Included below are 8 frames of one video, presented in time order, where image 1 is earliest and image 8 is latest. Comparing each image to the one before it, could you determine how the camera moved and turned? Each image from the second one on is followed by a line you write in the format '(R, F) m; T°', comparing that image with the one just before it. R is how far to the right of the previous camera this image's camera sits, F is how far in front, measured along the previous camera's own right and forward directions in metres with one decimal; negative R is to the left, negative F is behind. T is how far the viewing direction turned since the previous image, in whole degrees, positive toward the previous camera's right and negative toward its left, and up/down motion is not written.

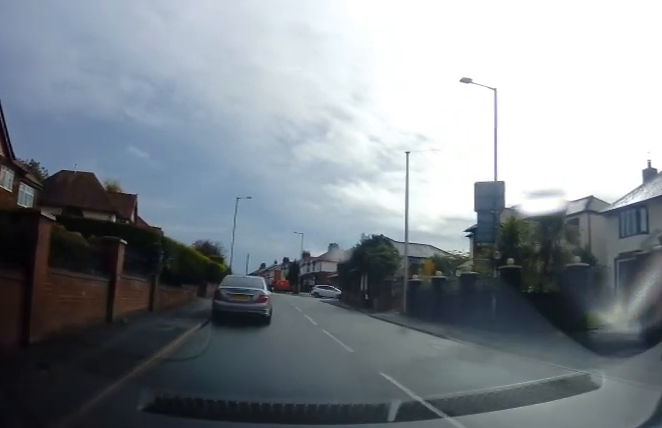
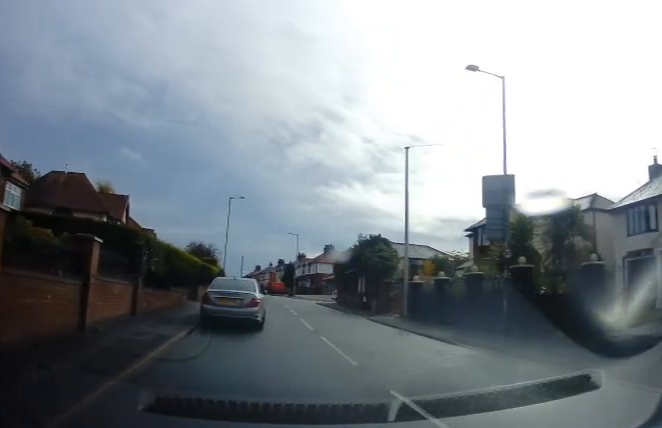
(0.0, +1.4) m; -1°
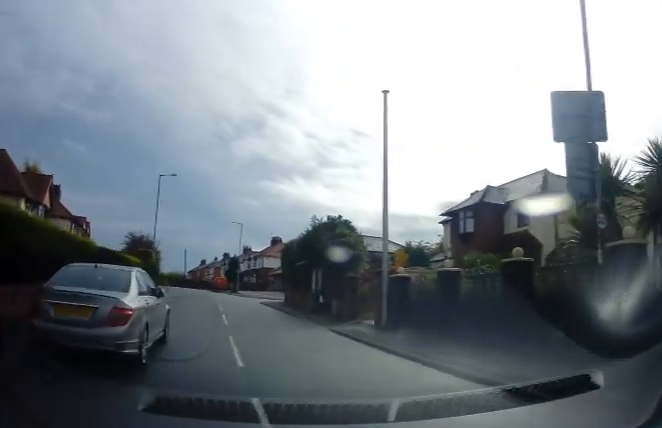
(-0.1, +6.9) m; +4°
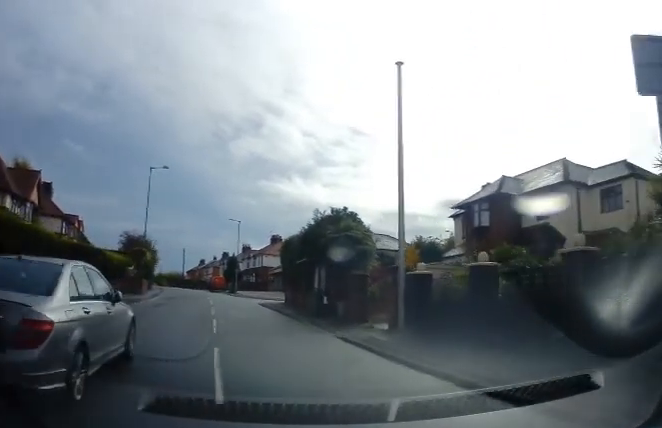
(+0.2, +2.3) m; -2°
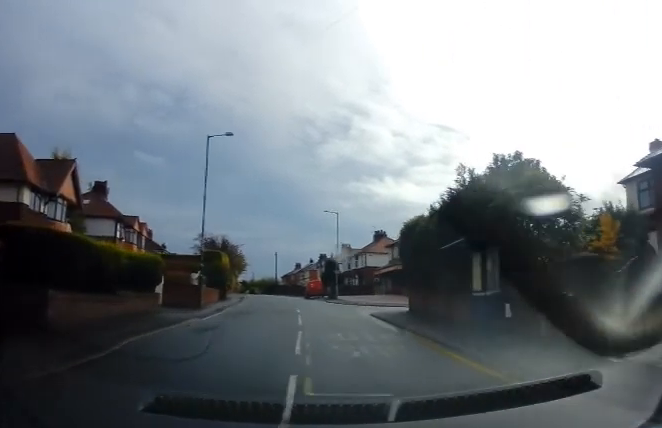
(-1.5, +9.1) m; -15°
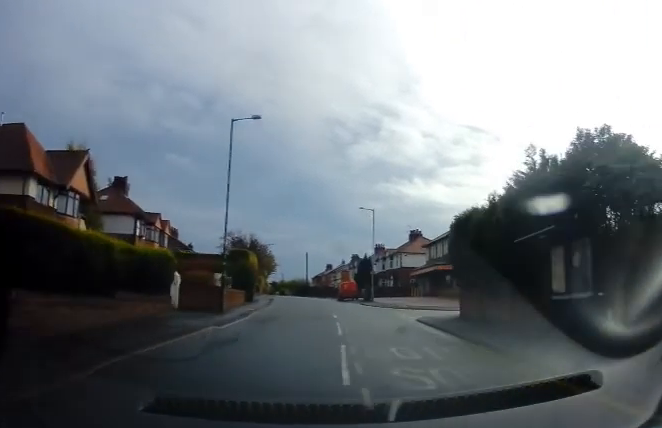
(-0.1, +2.5) m; -2°
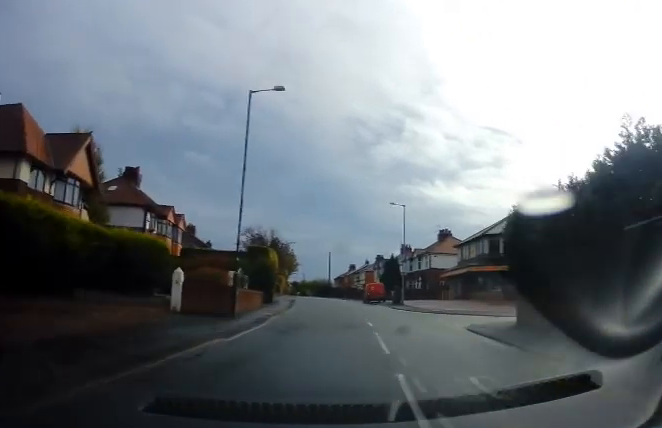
(0.0, +3.2) m; 0°
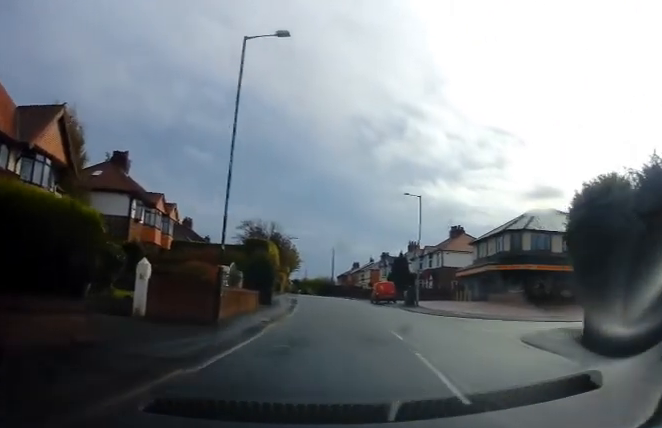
(0.0, +4.0) m; 0°
